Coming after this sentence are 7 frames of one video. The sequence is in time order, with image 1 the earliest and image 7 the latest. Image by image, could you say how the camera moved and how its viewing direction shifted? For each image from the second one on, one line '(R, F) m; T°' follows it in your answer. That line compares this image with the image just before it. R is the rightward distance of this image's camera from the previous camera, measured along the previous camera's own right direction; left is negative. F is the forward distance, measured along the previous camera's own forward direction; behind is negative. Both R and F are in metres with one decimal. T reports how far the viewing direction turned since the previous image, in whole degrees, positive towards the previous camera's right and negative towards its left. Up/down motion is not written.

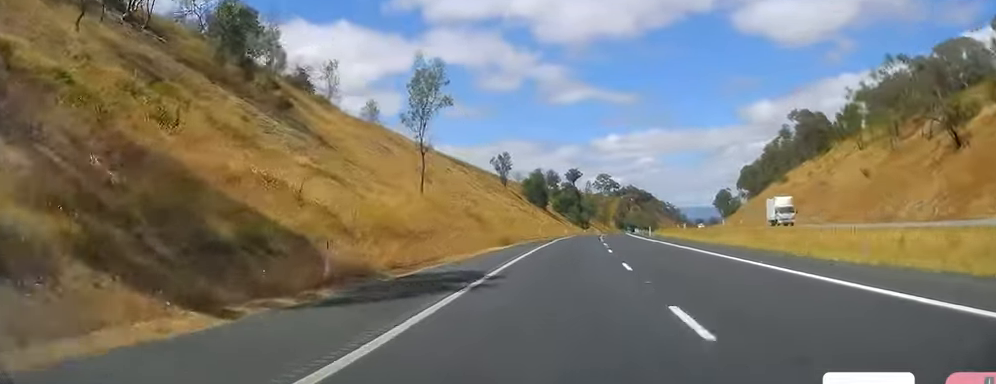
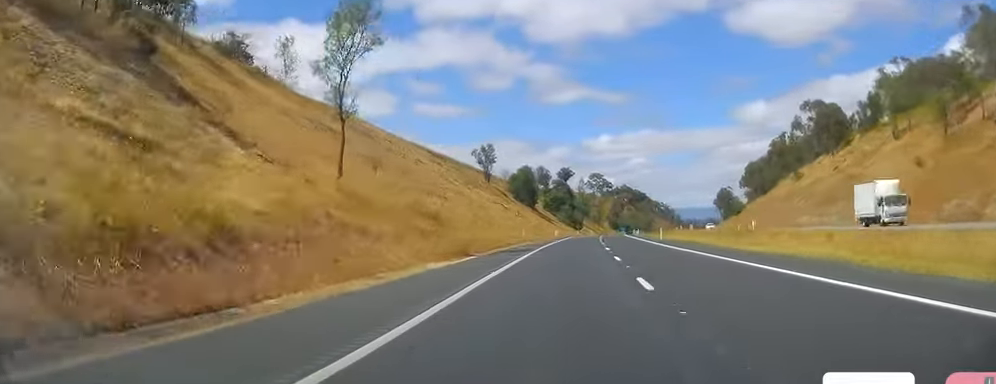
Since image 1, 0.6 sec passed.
(-0.1, +17.3) m; +1°
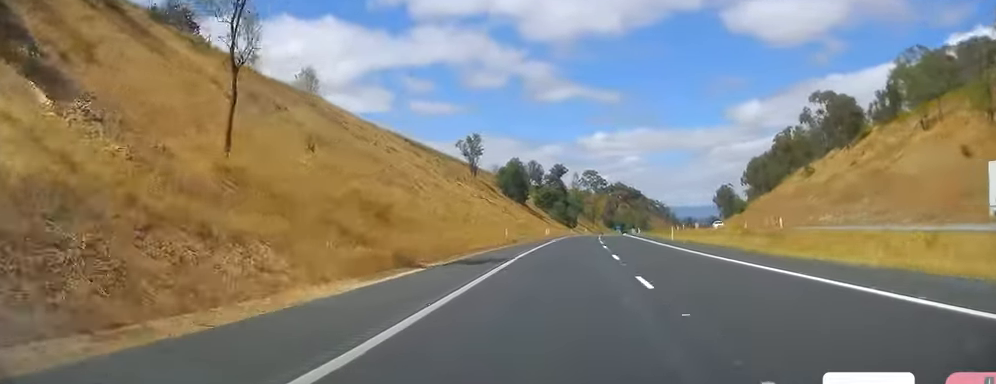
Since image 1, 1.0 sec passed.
(+0.4, +11.6) m; 0°
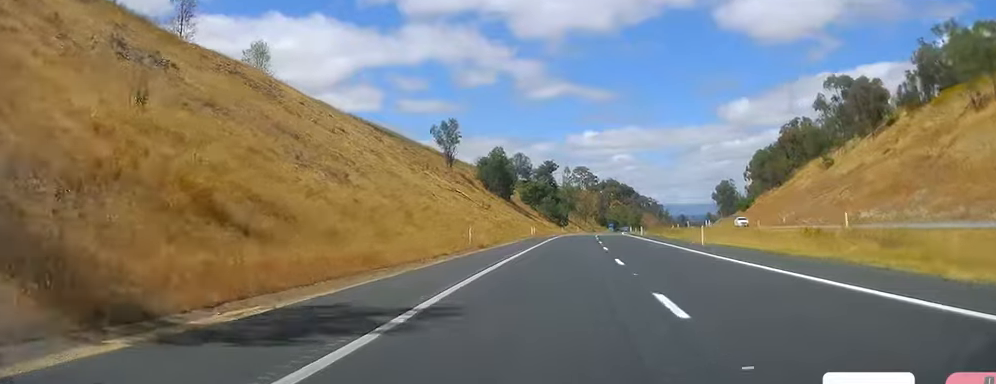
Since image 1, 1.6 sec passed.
(+0.3, +16.4) m; 0°
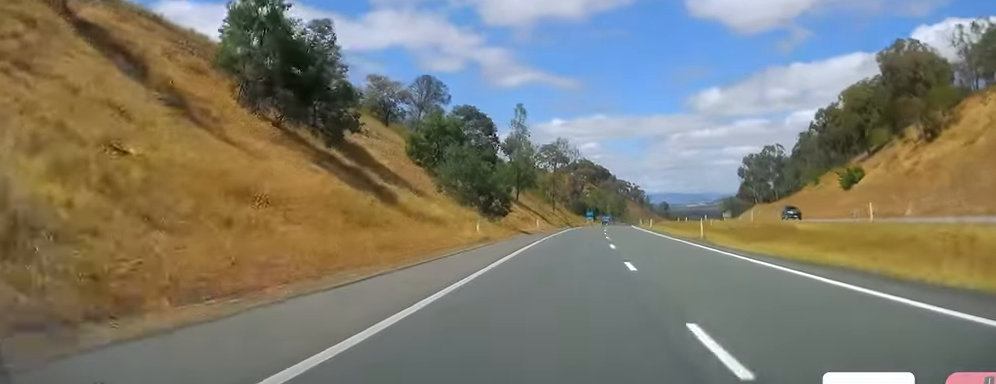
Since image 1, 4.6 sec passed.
(+1.5, +87.4) m; +3°
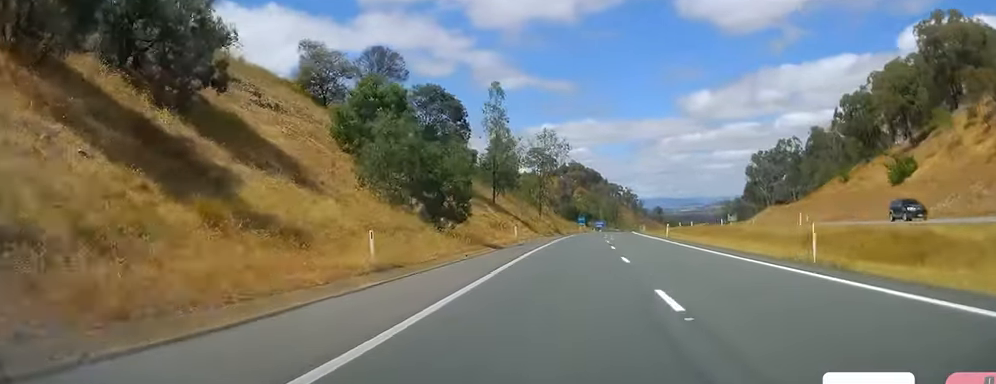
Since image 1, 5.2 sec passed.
(0.0, +19.3) m; +1°
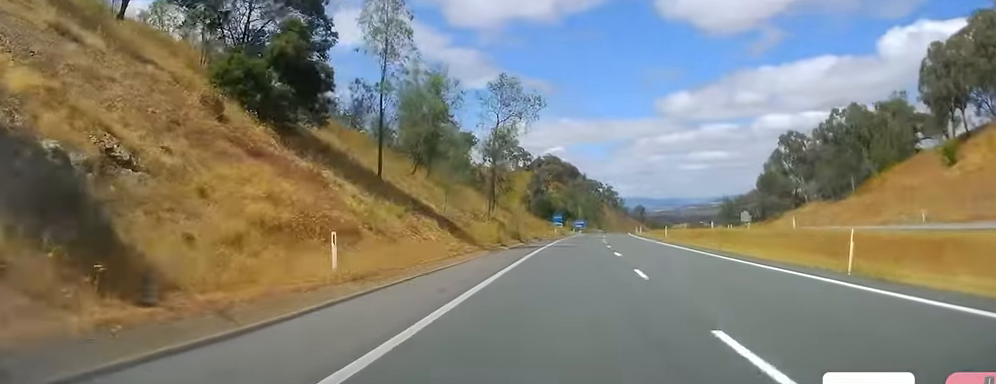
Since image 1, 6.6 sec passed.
(+0.8, +40.5) m; 0°
